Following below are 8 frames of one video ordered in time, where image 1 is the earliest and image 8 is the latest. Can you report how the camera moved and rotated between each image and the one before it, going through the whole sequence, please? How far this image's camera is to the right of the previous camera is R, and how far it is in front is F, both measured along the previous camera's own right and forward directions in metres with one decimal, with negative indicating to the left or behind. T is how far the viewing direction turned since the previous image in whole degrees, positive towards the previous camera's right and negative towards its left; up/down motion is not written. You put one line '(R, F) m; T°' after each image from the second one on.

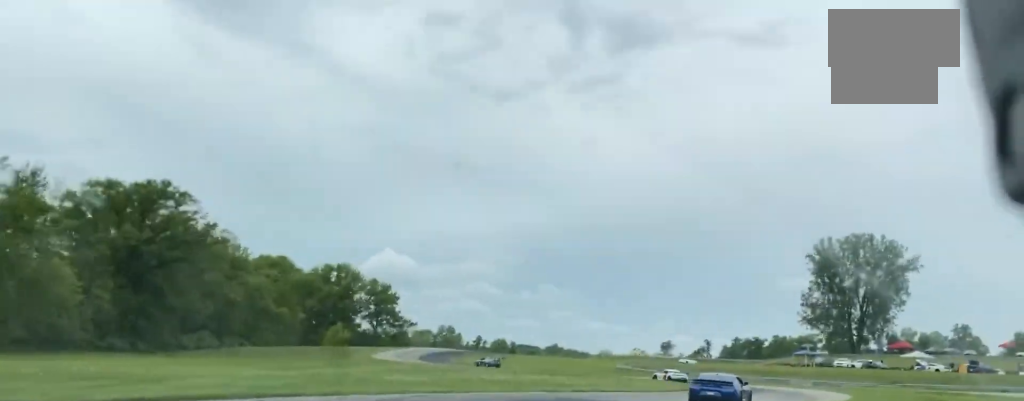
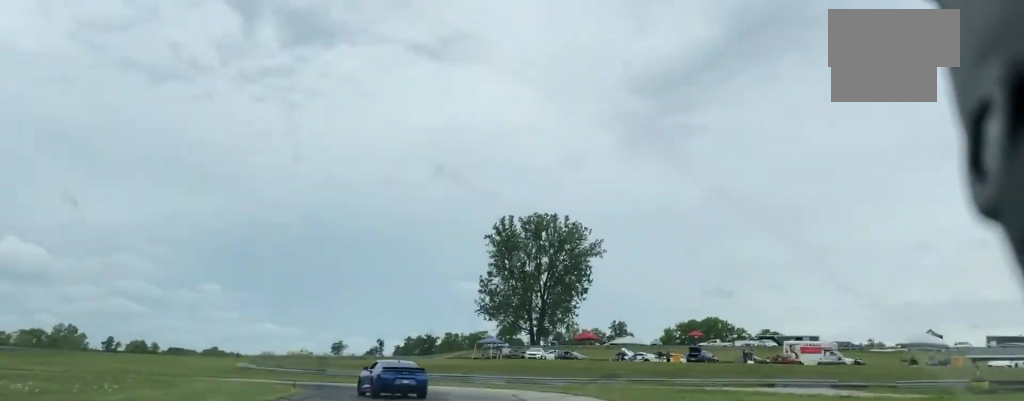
(+8.5, +35.9) m; +18°
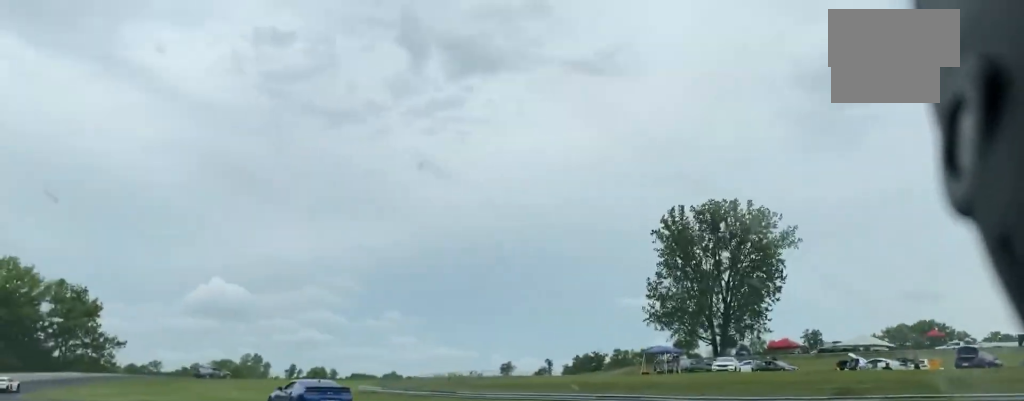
(-0.3, +20.6) m; -15°
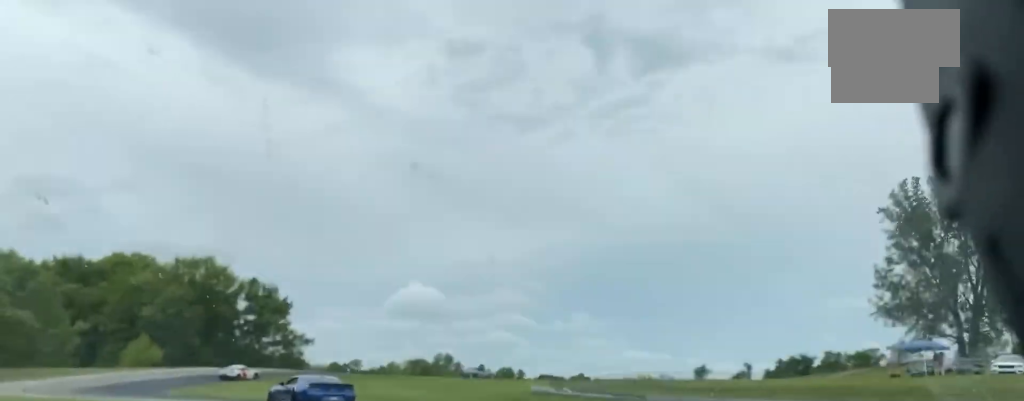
(-2.4, +11.8) m; -17°
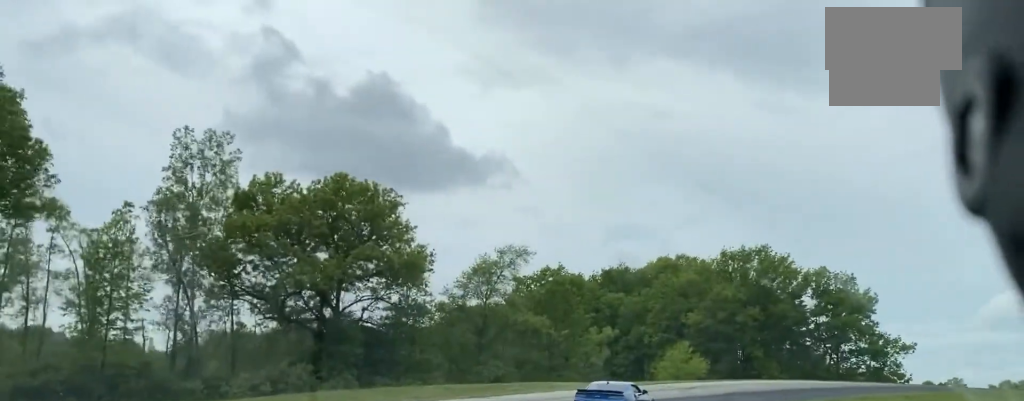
(-16.1, +34.4) m; -37°
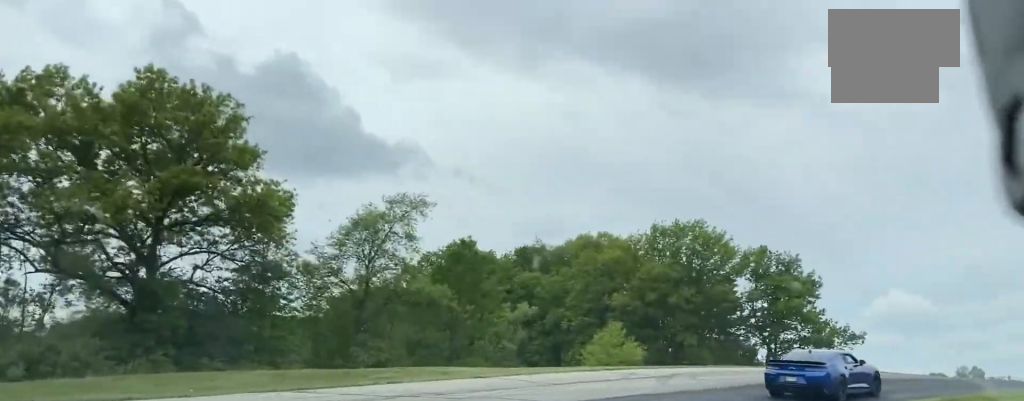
(-0.9, +20.0) m; +8°
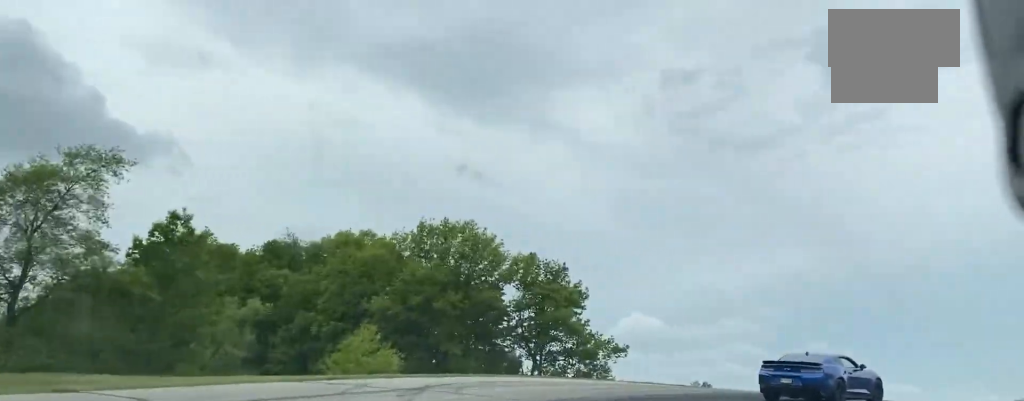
(-0.3, +12.4) m; +18°
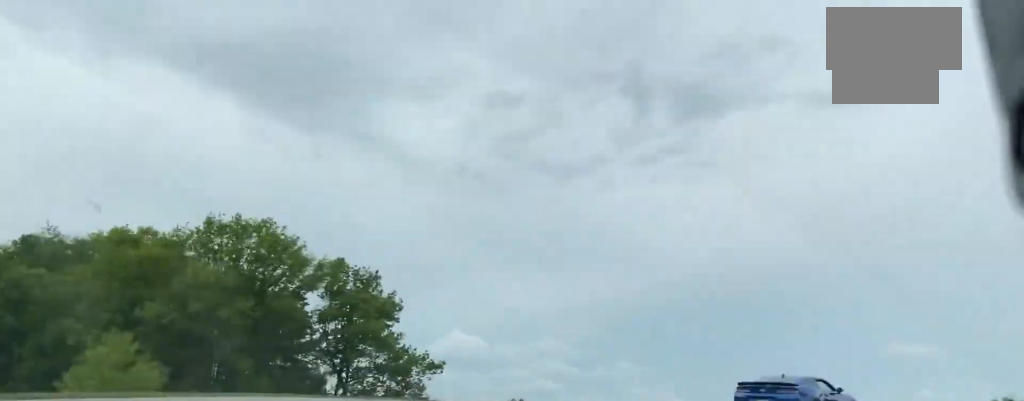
(+1.7, +7.2) m; +14°
